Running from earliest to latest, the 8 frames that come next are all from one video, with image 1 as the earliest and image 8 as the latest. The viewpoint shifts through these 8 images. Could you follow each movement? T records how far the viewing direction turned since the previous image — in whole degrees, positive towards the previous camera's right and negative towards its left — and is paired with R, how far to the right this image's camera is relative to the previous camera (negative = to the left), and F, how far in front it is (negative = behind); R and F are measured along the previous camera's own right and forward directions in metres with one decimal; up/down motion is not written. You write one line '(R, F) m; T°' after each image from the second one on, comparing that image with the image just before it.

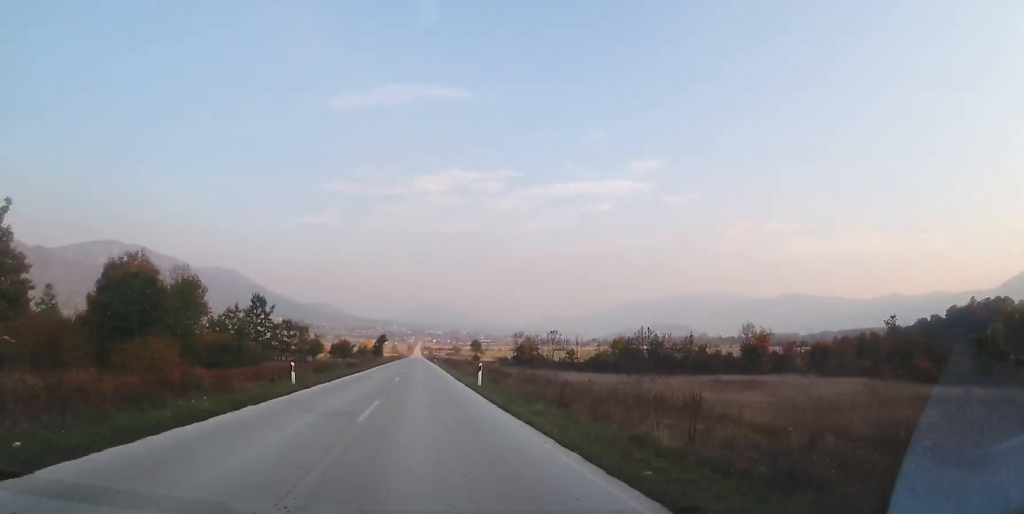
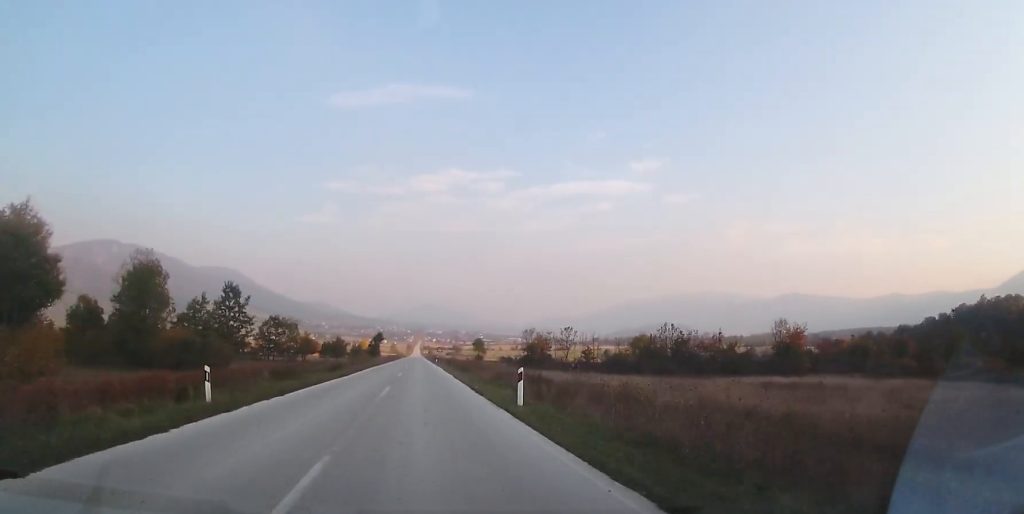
(-0.1, +10.4) m; -1°
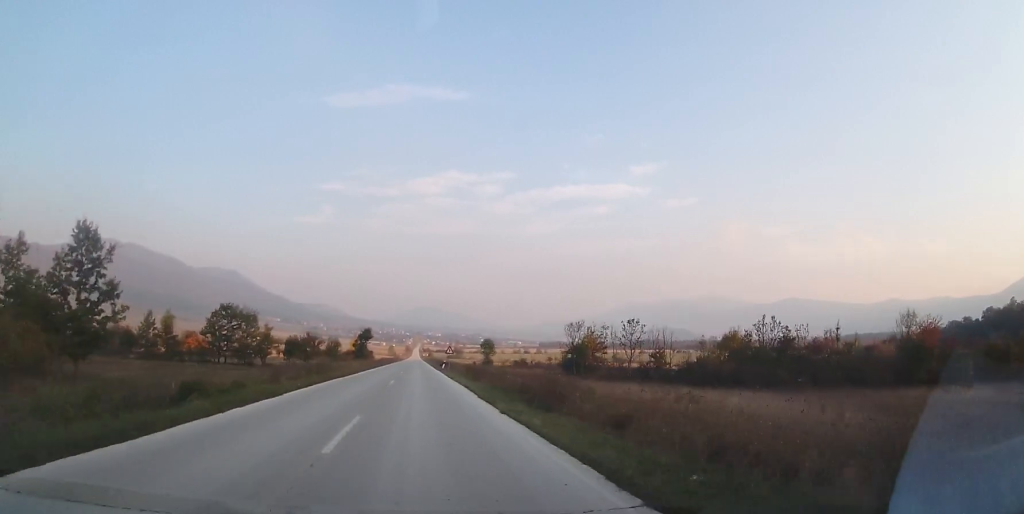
(-0.4, +28.4) m; 0°
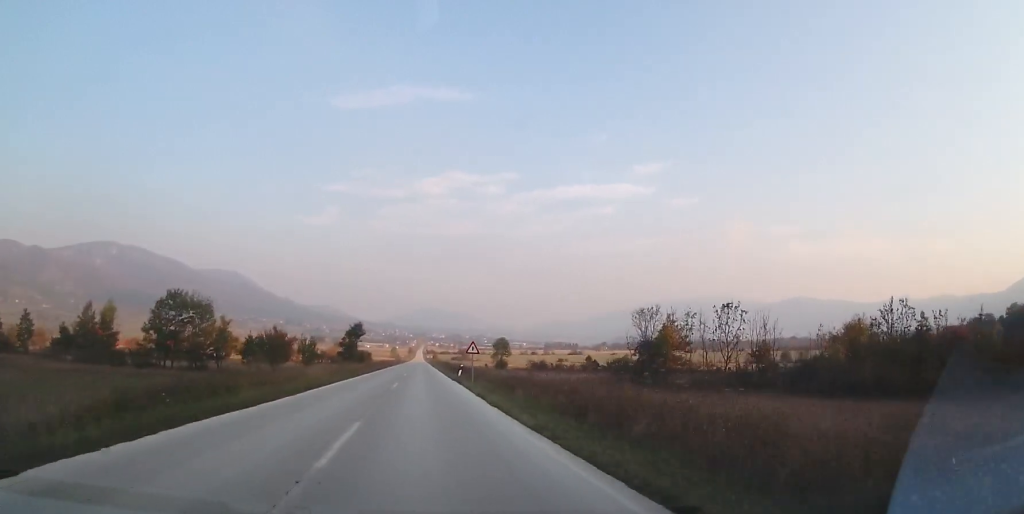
(+0.2, +20.3) m; +1°
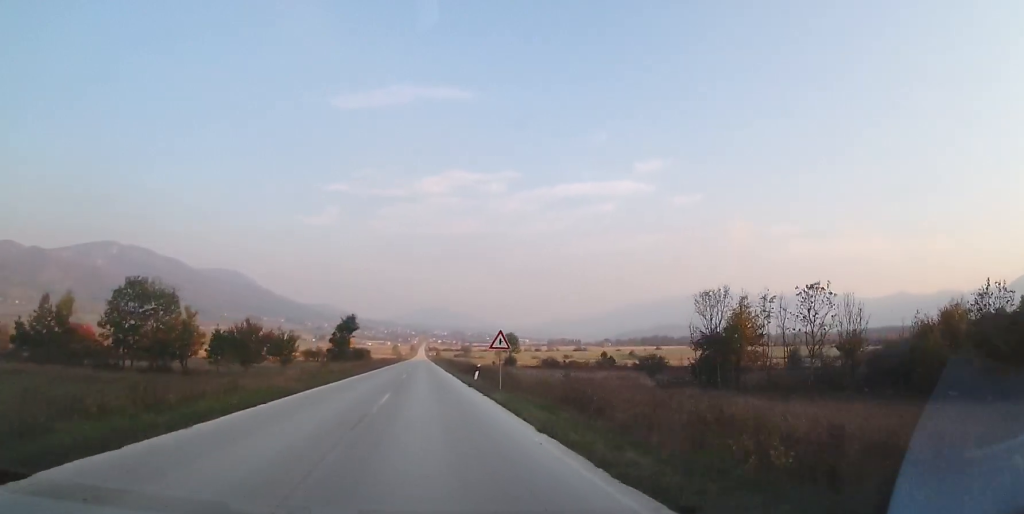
(0.0, +10.6) m; 0°
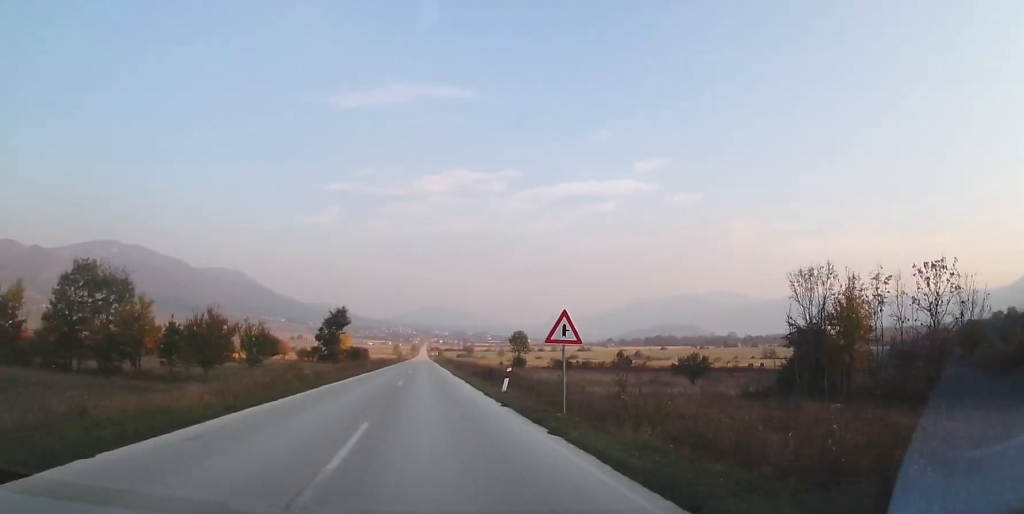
(0.0, +9.9) m; 0°
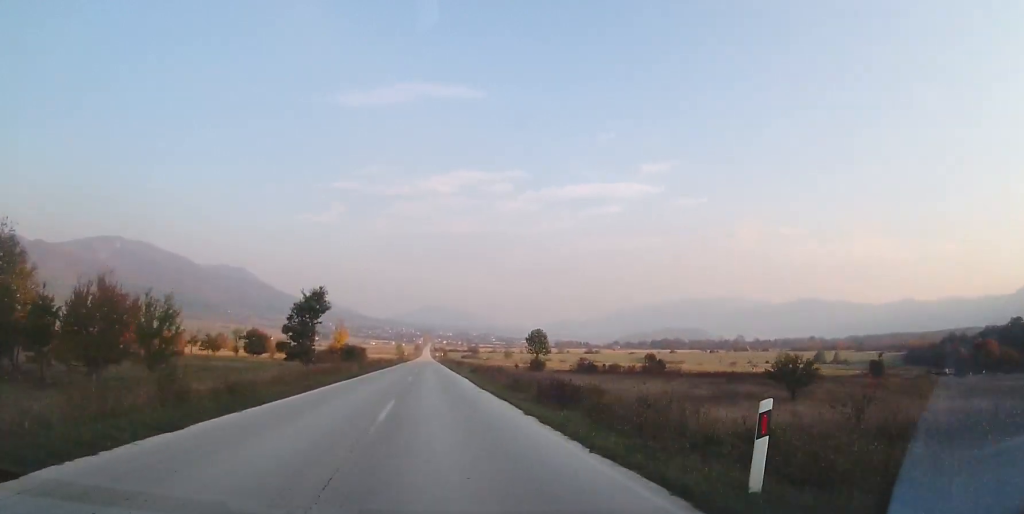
(0.0, +15.5) m; 0°
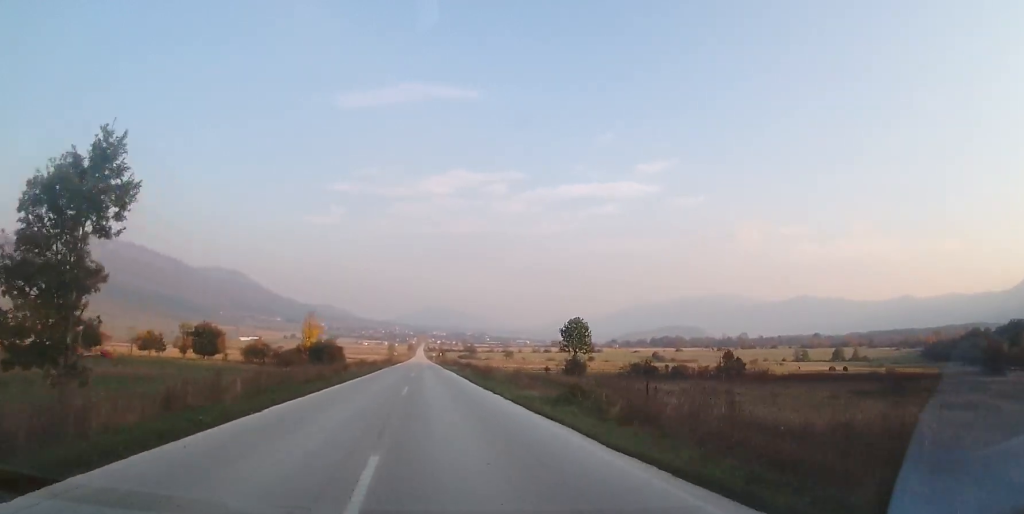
(+0.1, +29.8) m; +1°
